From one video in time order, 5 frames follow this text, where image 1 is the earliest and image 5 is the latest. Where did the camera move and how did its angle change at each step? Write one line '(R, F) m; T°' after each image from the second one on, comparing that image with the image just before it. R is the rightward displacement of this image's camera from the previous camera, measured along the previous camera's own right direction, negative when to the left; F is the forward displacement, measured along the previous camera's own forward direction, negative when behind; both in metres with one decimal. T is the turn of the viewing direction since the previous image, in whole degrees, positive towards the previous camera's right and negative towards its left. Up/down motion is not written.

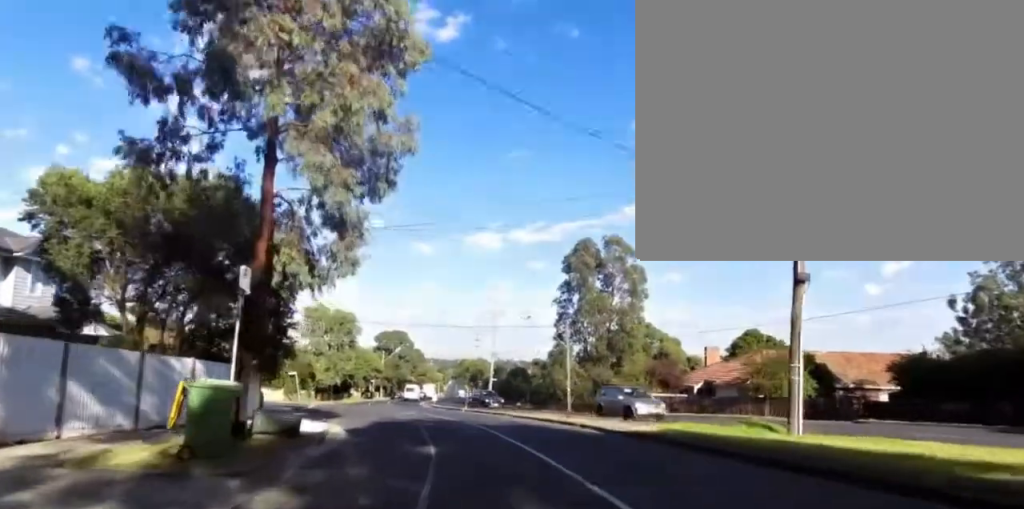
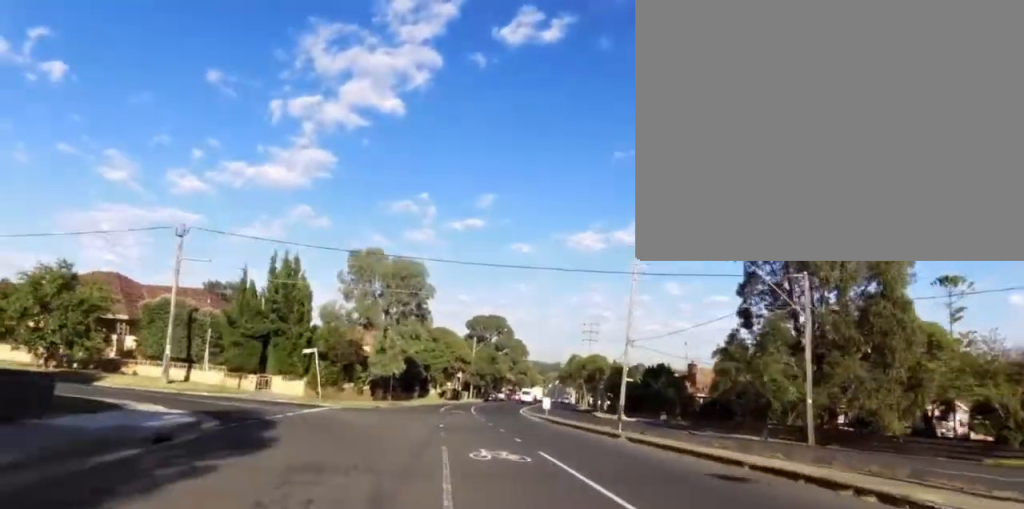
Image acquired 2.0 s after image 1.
(+2.7, +23.4) m; +8°
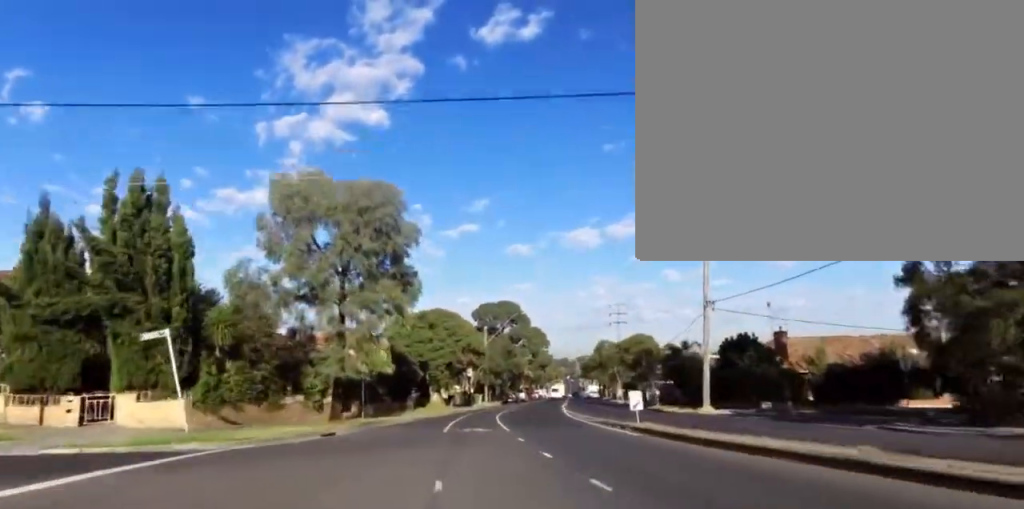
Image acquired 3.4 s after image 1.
(+1.0, +16.3) m; +7°
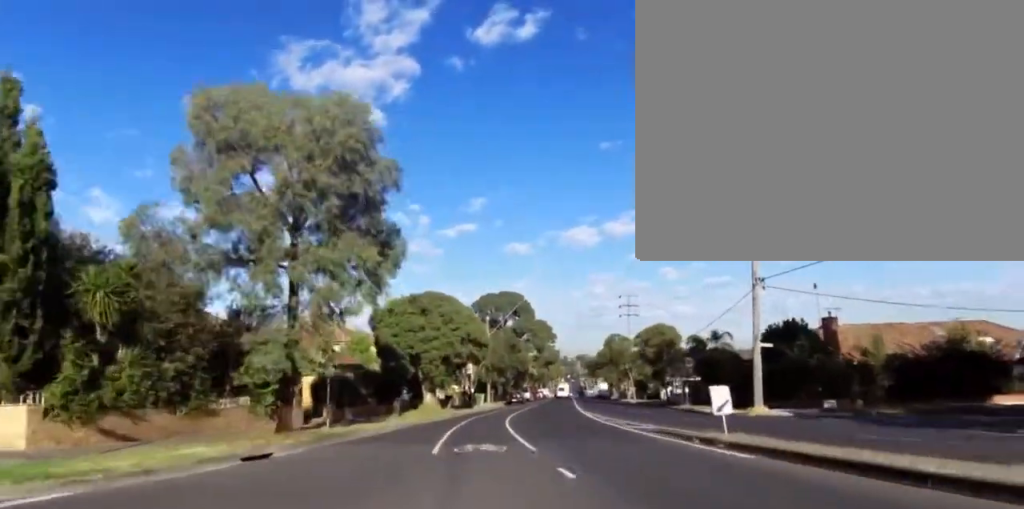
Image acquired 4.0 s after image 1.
(+0.8, +6.5) m; 0°
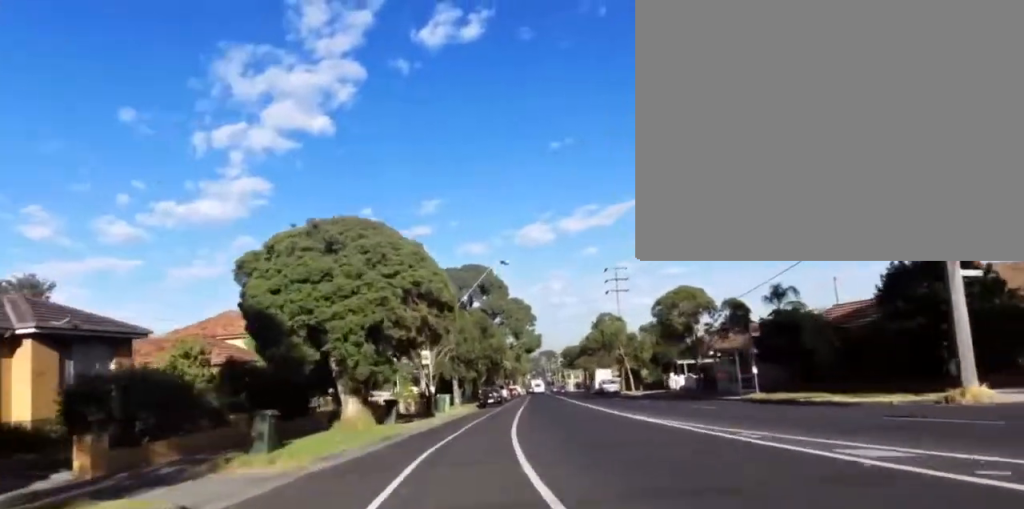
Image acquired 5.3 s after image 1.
(-0.9, +14.1) m; 0°
